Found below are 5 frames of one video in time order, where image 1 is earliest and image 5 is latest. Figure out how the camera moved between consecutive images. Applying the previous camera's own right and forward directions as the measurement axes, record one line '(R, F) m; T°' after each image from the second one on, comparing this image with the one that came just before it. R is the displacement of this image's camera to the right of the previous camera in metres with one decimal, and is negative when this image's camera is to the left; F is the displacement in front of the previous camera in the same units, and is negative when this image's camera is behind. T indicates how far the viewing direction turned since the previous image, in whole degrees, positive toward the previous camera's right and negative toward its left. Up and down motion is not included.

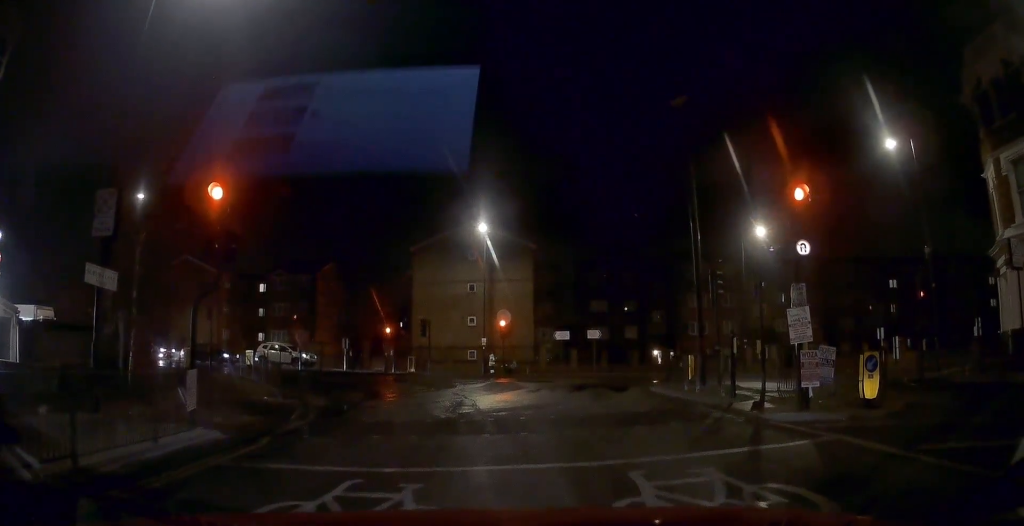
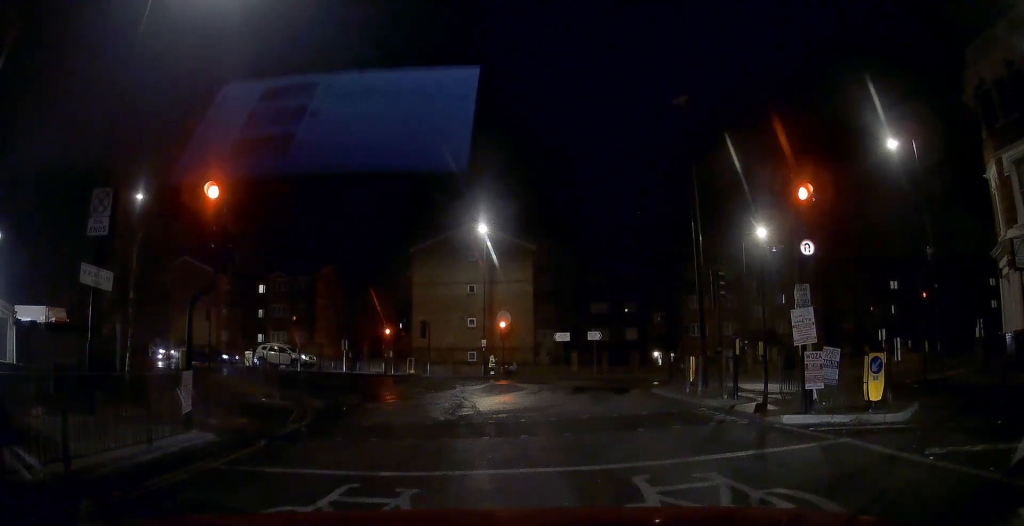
(-0.1, +0.7) m; 0°
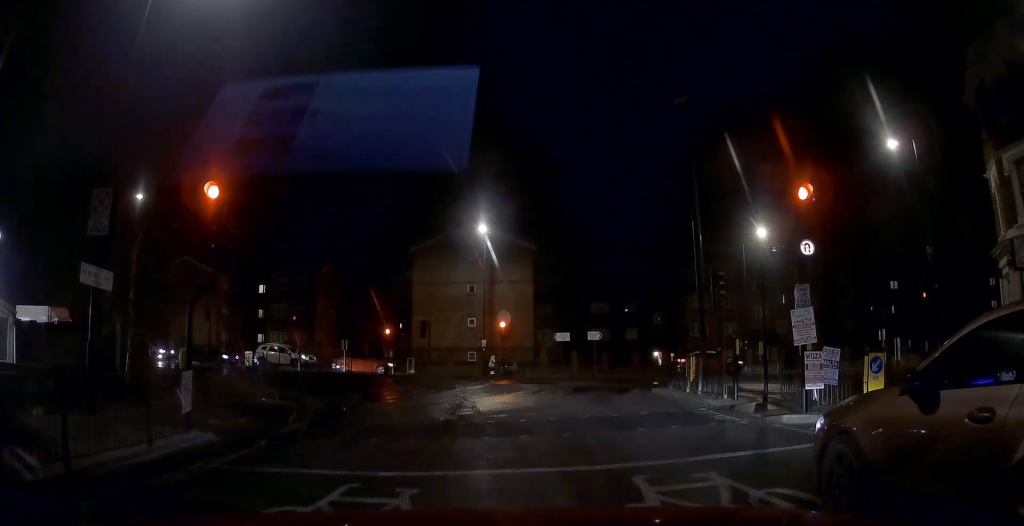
(0.0, 0.0) m; 0°
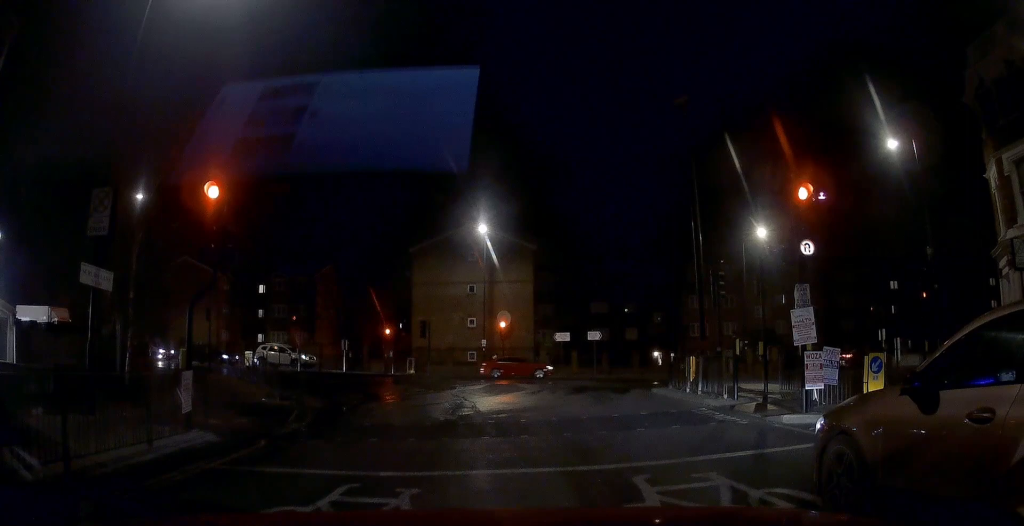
(0.0, 0.0) m; 0°
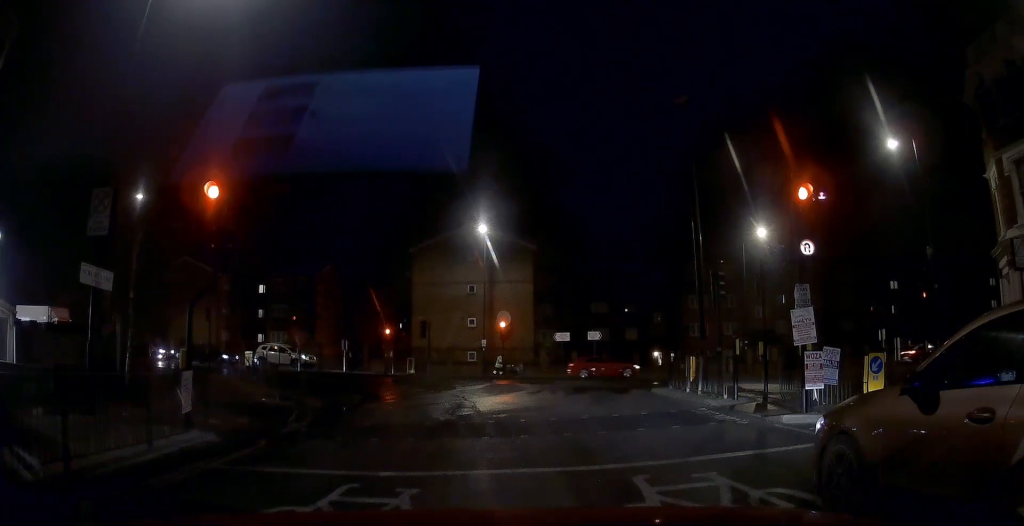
(0.0, 0.0) m; 0°
